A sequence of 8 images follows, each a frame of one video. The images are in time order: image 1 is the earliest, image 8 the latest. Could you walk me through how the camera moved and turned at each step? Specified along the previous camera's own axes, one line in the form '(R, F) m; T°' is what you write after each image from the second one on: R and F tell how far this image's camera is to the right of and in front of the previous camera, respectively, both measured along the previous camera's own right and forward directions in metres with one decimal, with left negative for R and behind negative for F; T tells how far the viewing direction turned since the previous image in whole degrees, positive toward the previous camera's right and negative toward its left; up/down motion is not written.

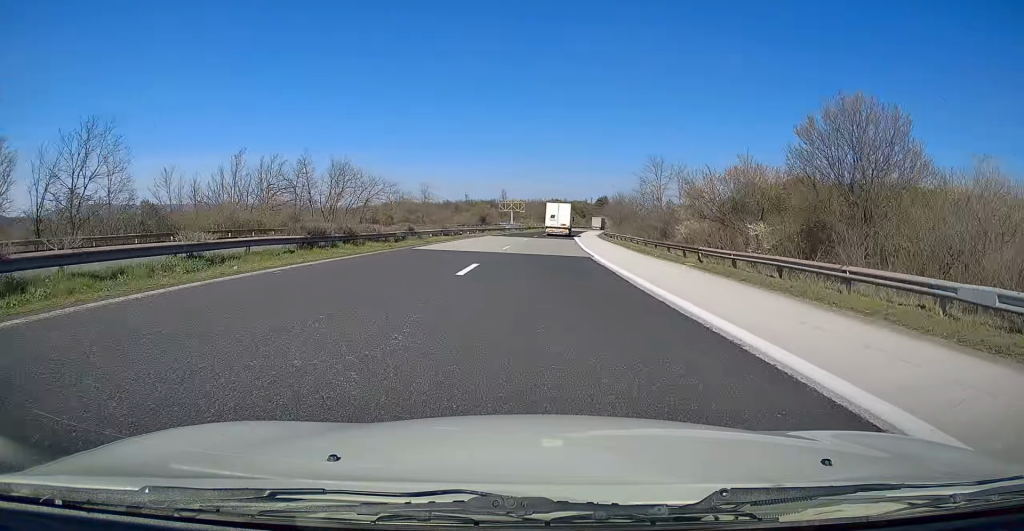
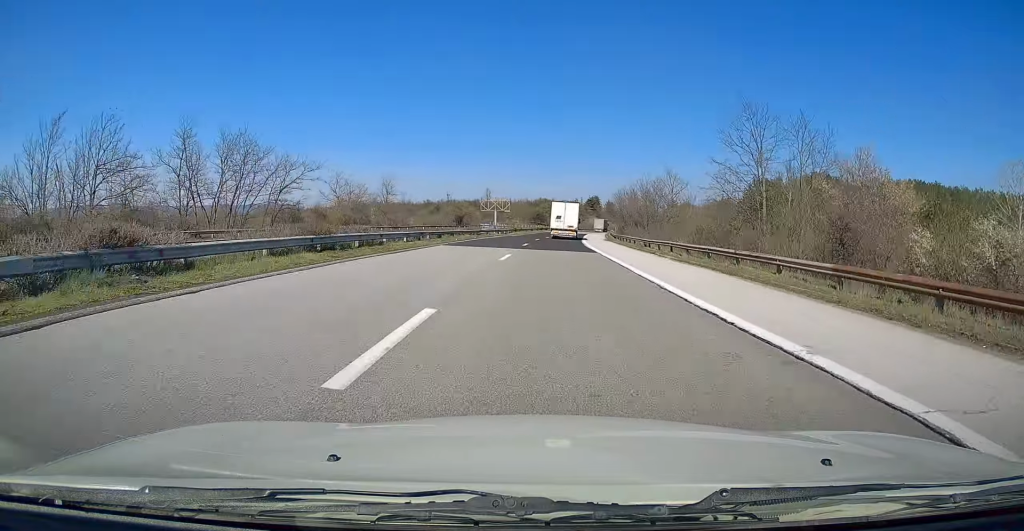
(+0.2, +25.5) m; +1°
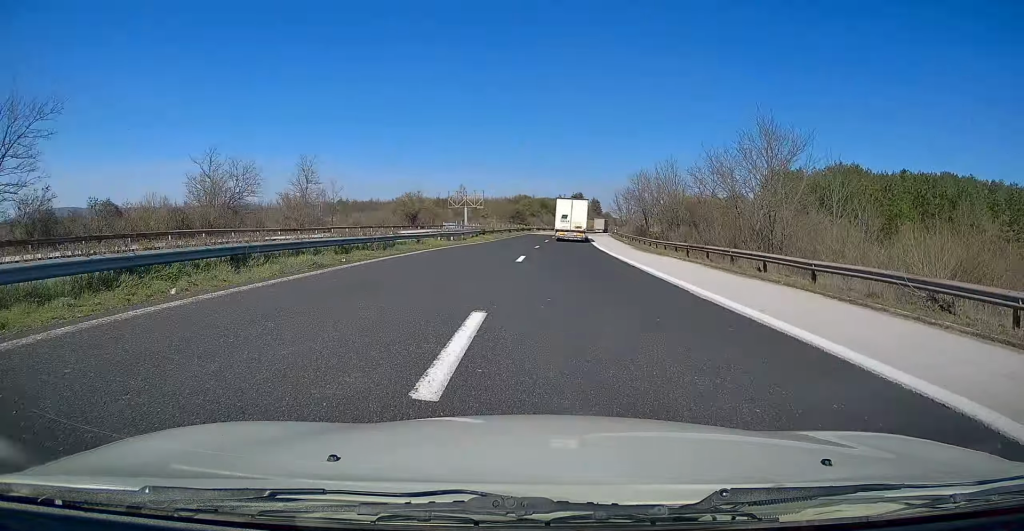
(+0.3, +32.3) m; +1°
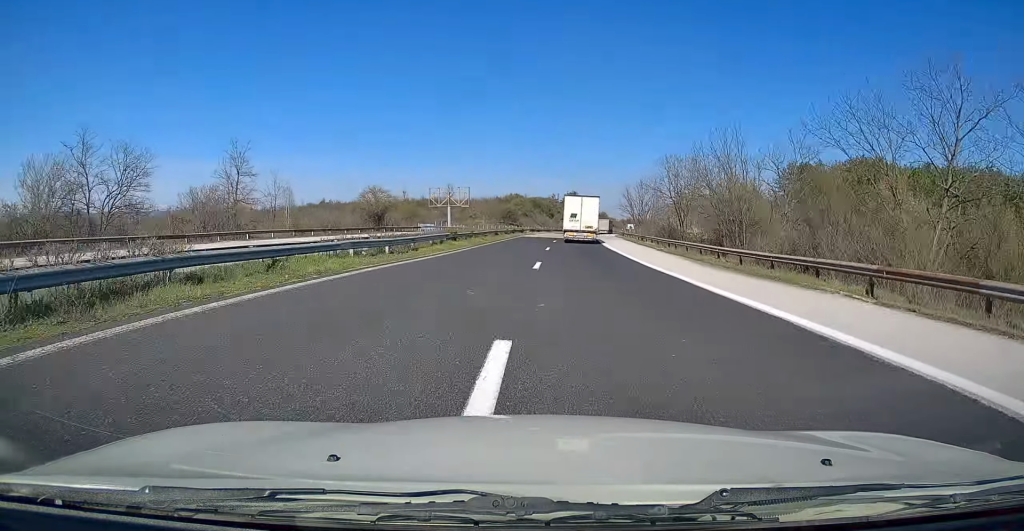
(+0.2, +17.9) m; +1°
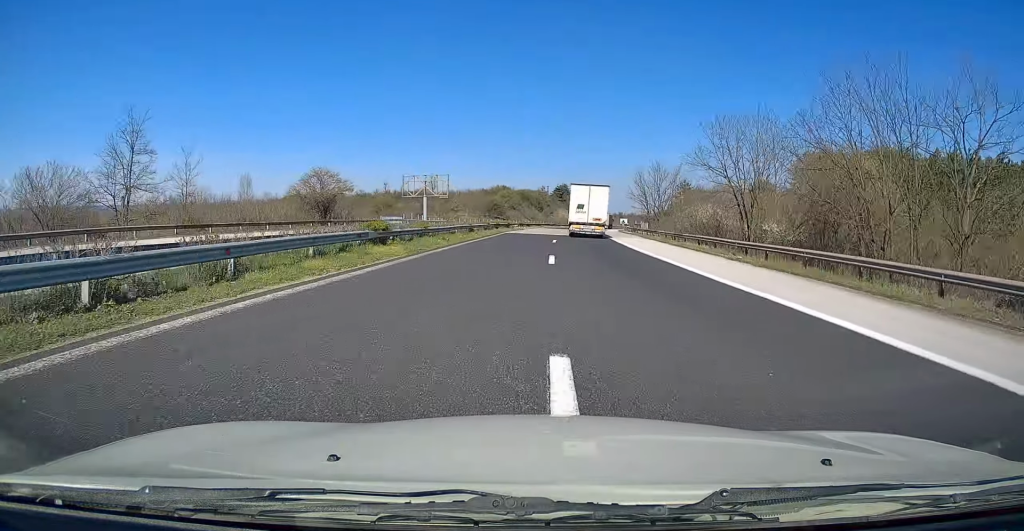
(0.0, +16.8) m; +1°
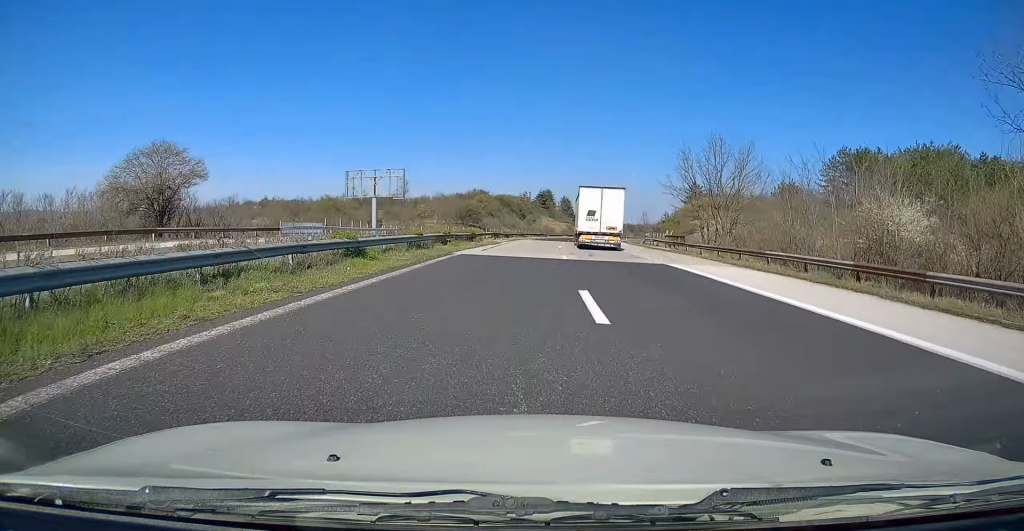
(+0.6, +25.6) m; +2°
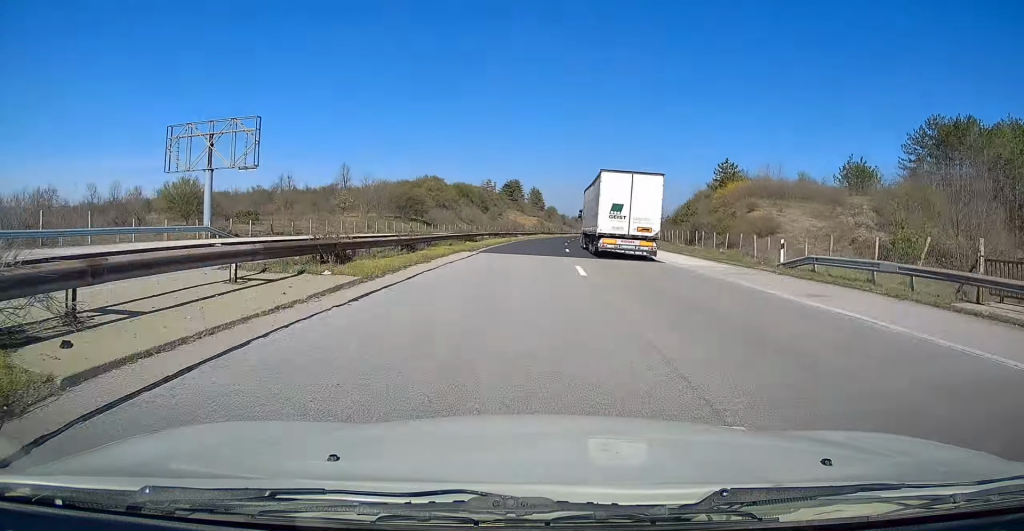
(+0.6, +39.8) m; +2°
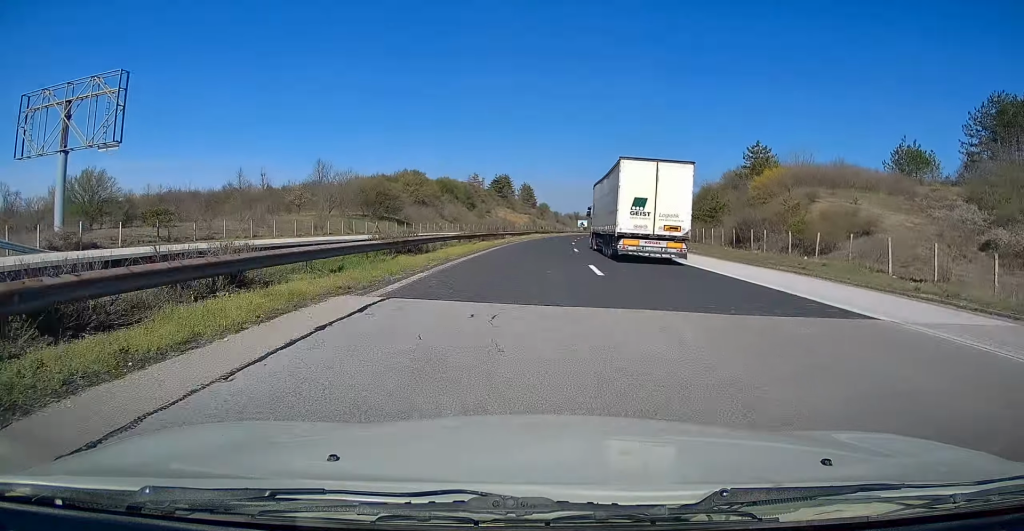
(+0.3, +16.5) m; +1°
